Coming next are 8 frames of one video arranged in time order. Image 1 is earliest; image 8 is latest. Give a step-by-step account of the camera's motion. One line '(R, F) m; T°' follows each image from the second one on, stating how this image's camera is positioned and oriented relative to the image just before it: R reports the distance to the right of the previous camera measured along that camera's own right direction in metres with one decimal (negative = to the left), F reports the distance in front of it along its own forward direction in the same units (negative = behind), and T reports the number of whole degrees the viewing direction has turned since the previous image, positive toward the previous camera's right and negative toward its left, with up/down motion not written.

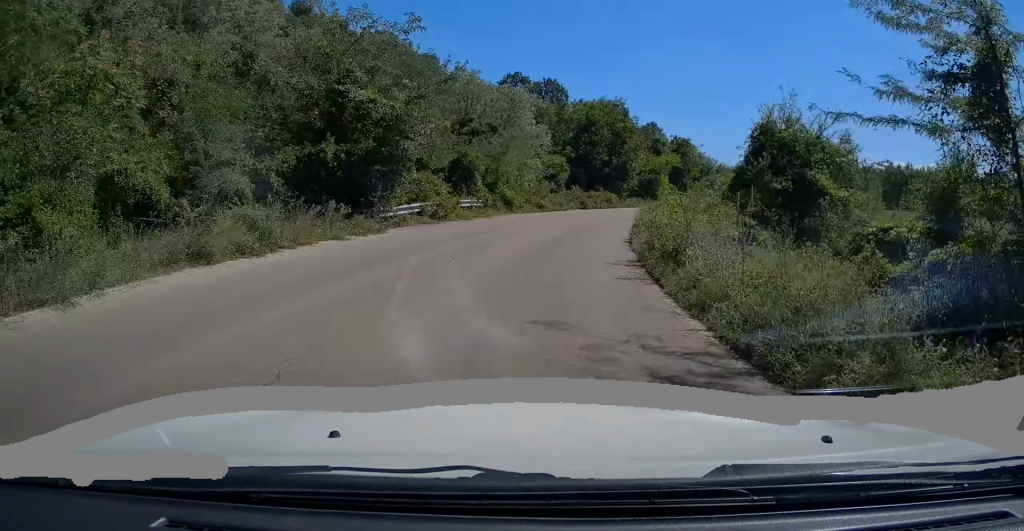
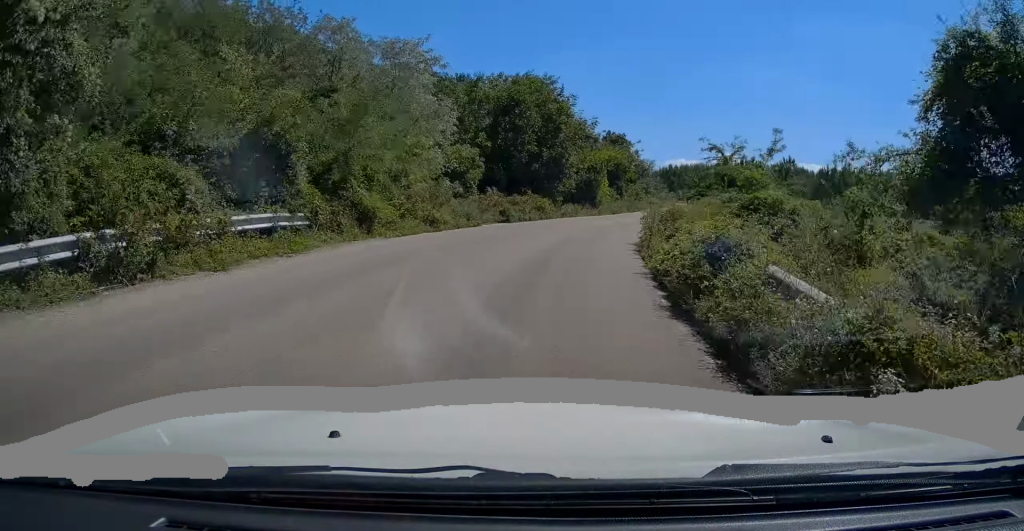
(+0.9, +14.1) m; +6°
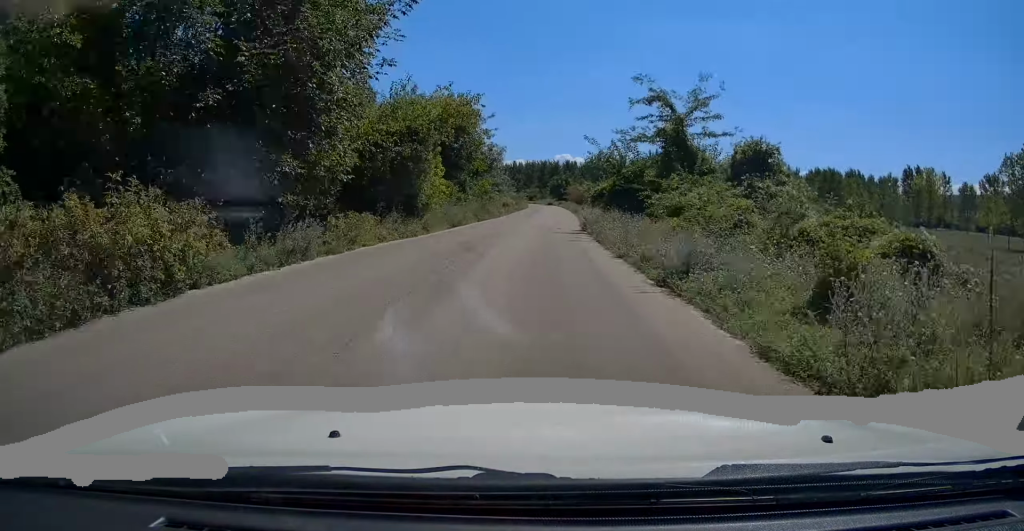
(+2.6, +25.3) m; +11°
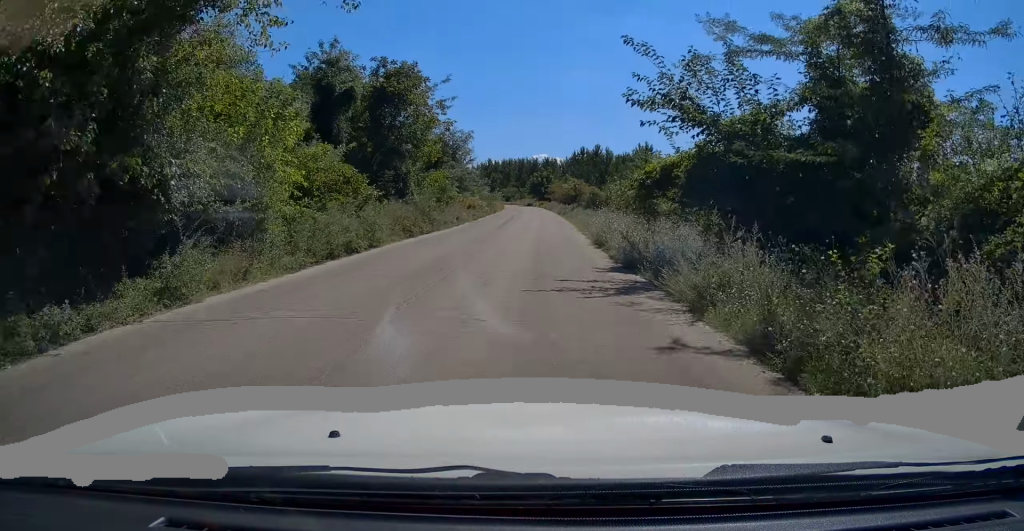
(+0.9, +16.6) m; +4°
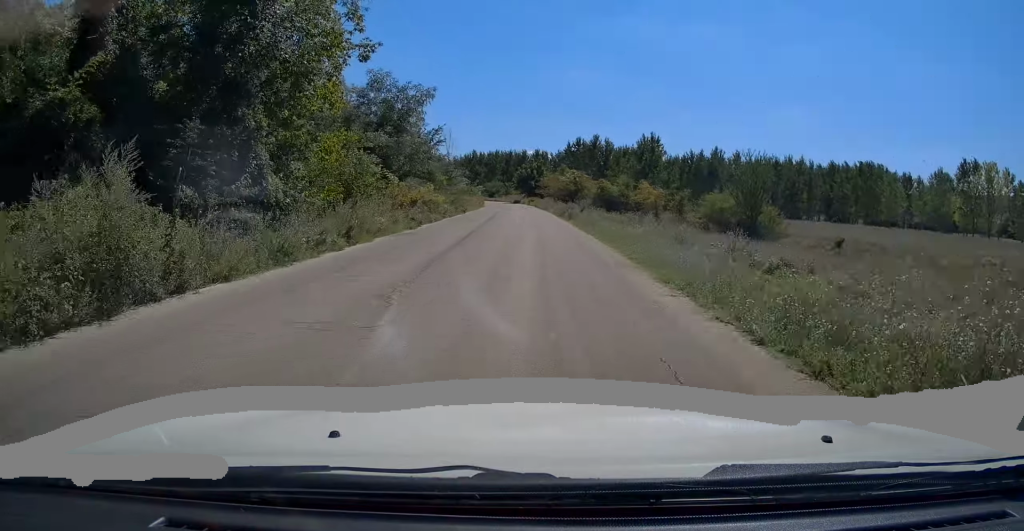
(+0.5, +19.8) m; +2°
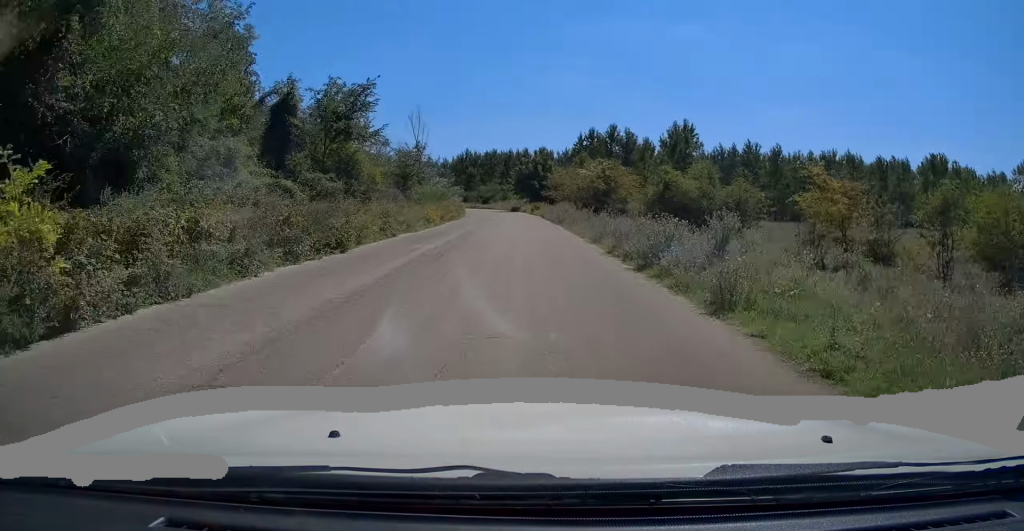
(+0.1, +26.9) m; 0°
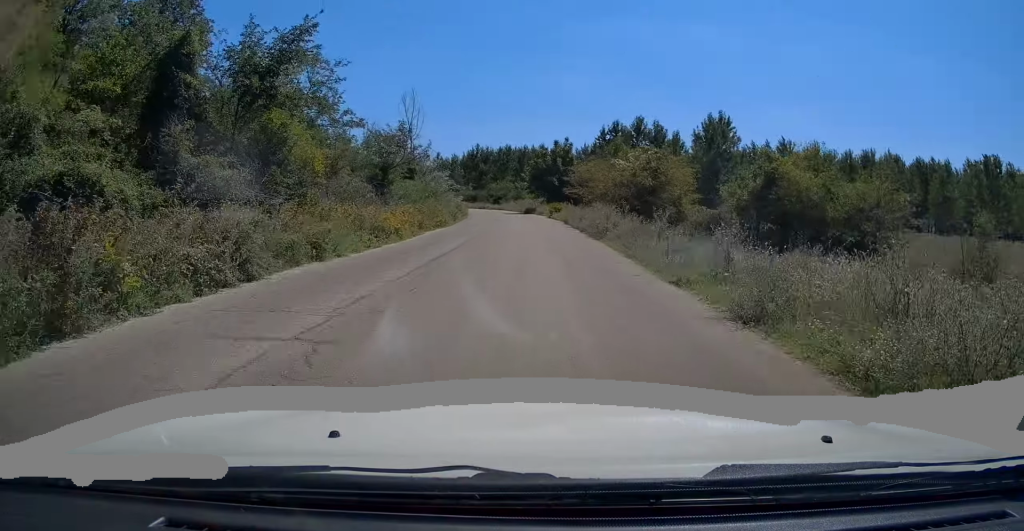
(0.0, +11.9) m; 0°
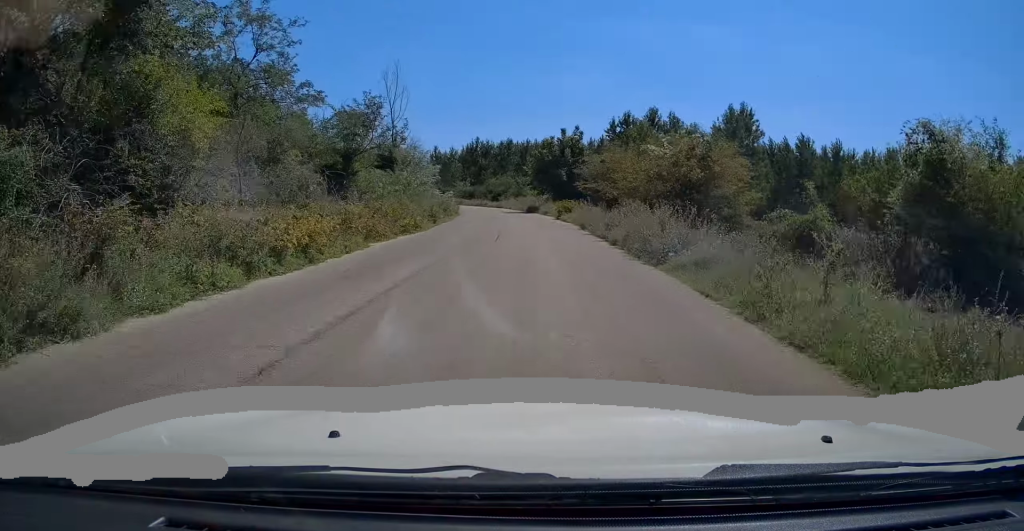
(-0.1, +8.6) m; -1°
